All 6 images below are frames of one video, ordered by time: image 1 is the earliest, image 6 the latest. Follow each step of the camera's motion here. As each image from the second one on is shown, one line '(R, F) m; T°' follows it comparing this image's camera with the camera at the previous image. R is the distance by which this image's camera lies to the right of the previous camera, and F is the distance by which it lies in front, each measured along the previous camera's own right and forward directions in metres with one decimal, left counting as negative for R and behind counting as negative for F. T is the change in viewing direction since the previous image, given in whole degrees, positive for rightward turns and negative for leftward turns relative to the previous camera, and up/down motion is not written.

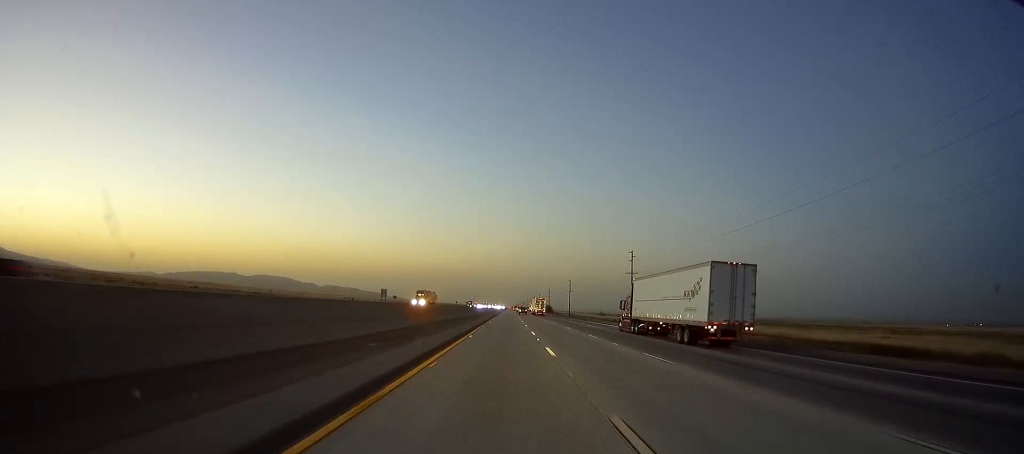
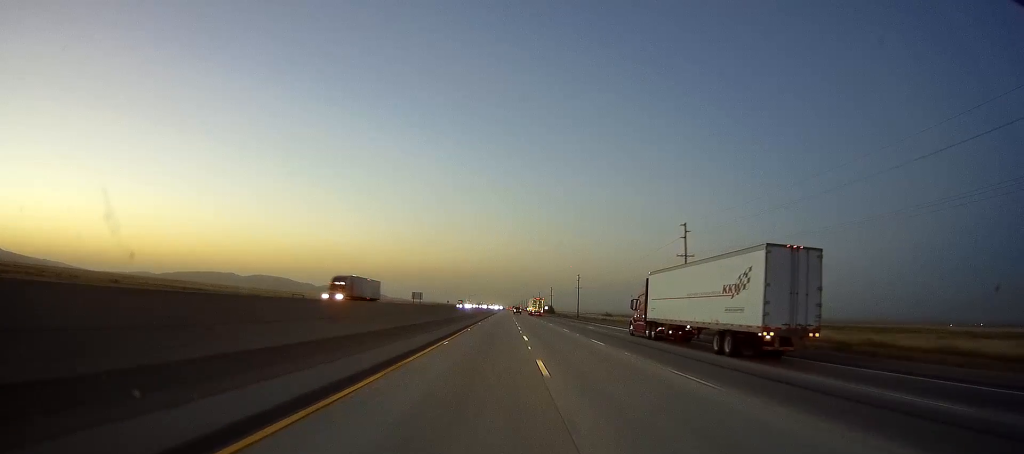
(0.0, +34.6) m; 0°
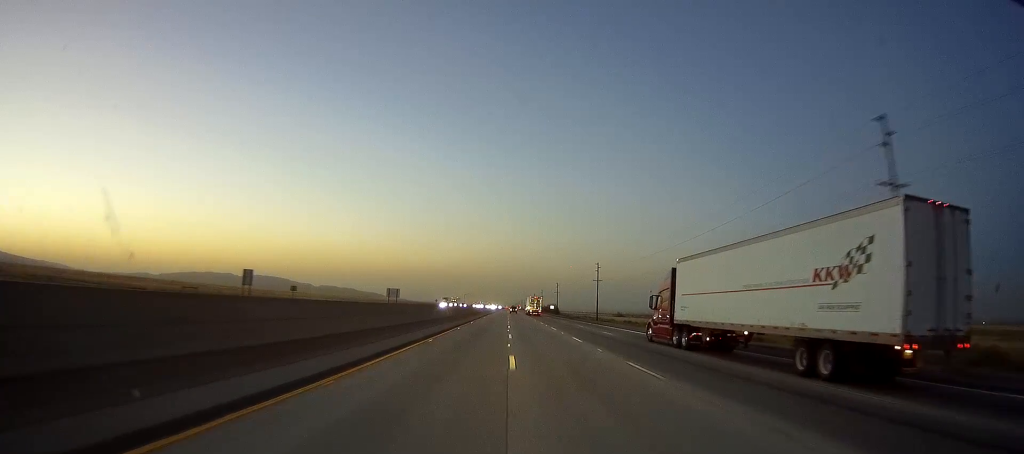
(0.0, +42.3) m; -1°
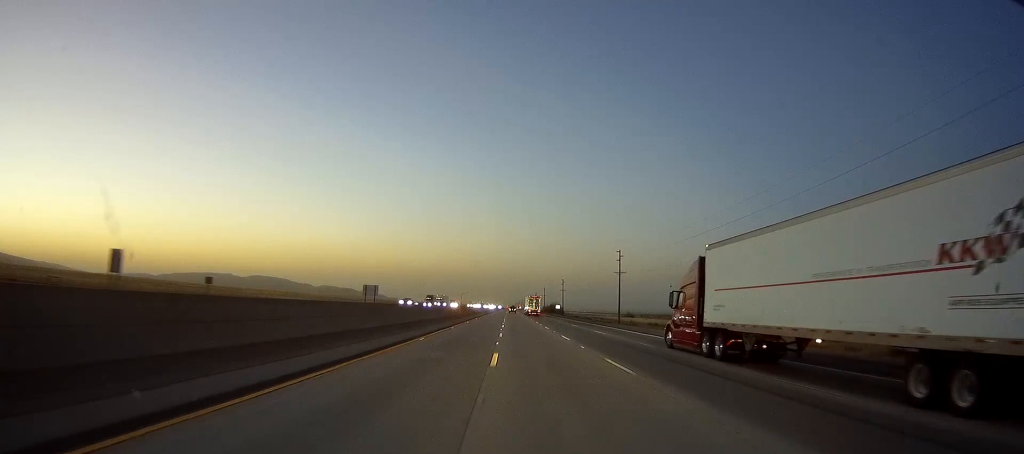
(-0.5, +28.4) m; 0°
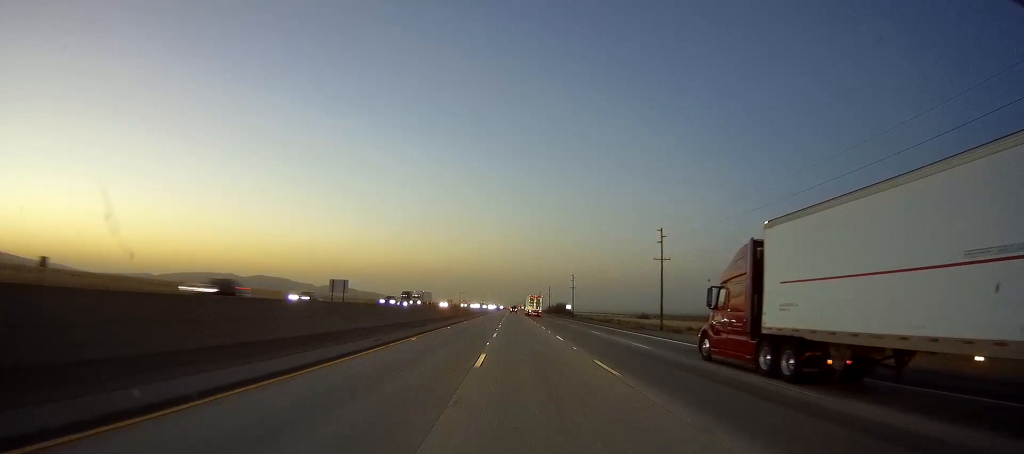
(+0.3, +29.6) m; +1°
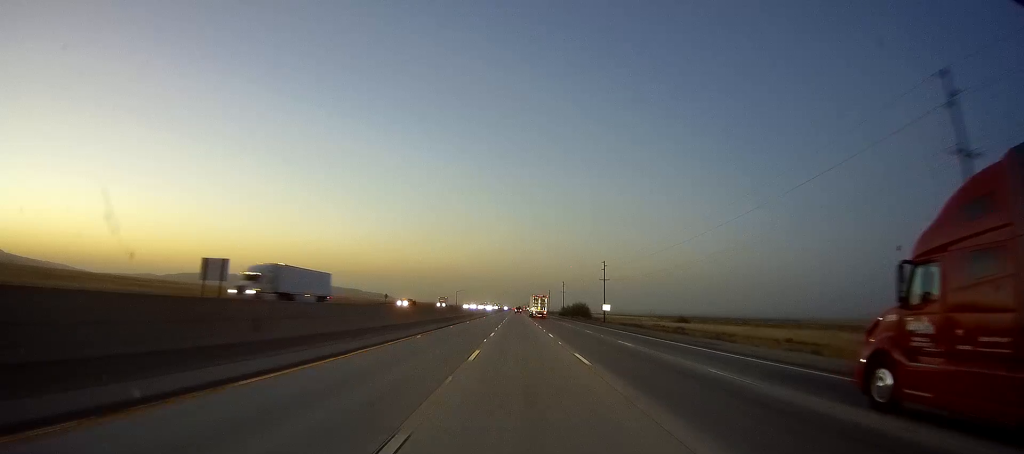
(-0.1, +55.5) m; -1°
